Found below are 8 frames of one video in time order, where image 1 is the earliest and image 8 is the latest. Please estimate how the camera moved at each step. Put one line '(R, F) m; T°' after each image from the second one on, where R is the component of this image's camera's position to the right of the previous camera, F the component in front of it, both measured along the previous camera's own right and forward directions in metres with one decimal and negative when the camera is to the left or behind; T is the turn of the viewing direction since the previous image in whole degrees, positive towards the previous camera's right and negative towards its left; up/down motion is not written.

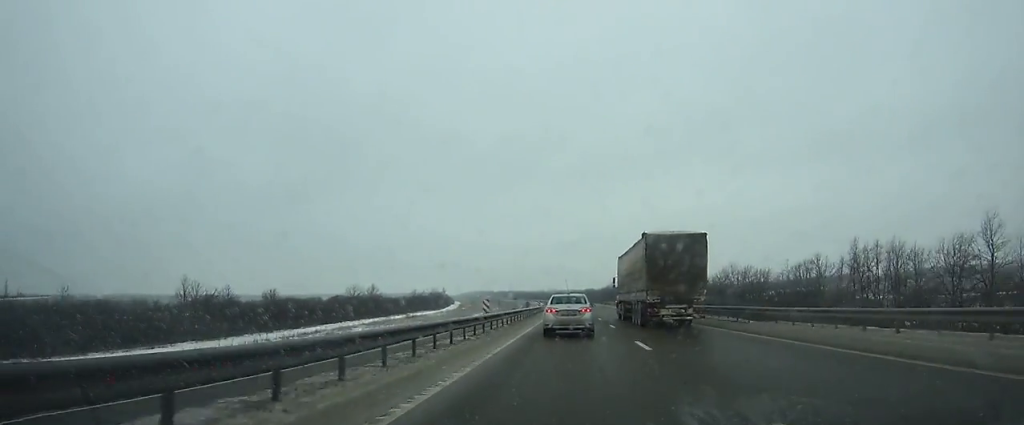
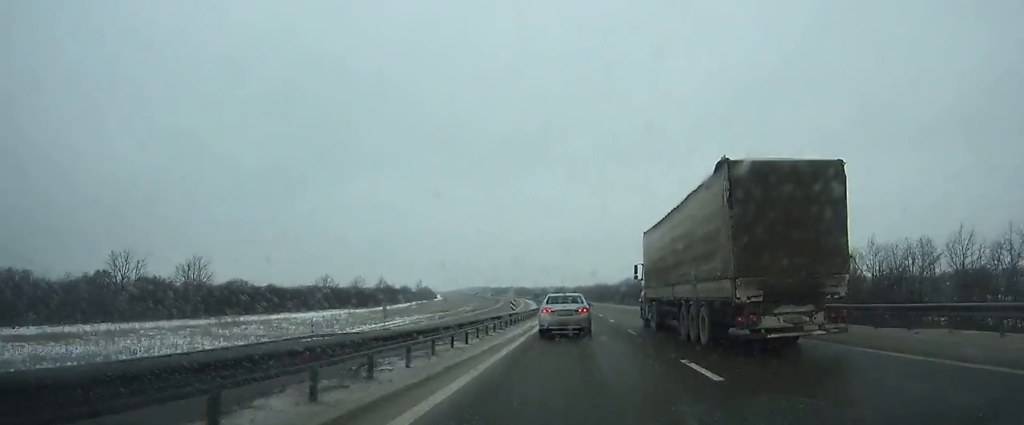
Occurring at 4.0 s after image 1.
(-0.6, +101.7) m; -1°
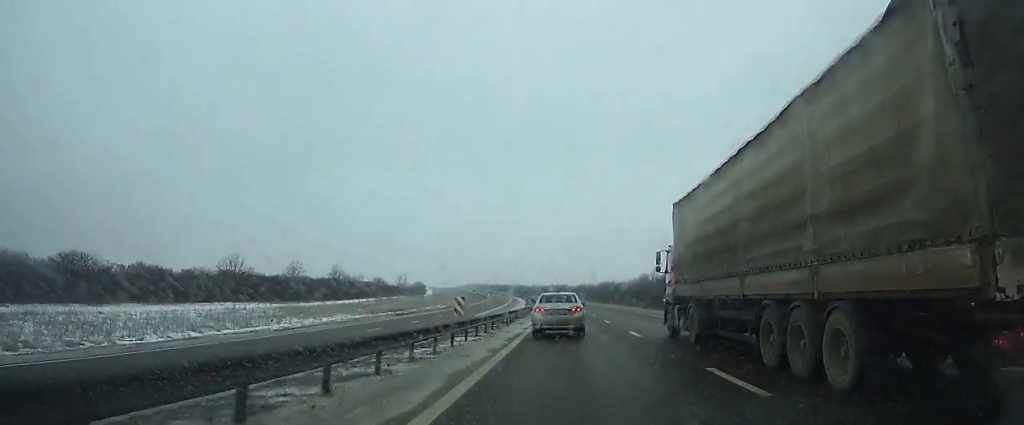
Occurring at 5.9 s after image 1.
(+0.1, +49.1) m; -1°
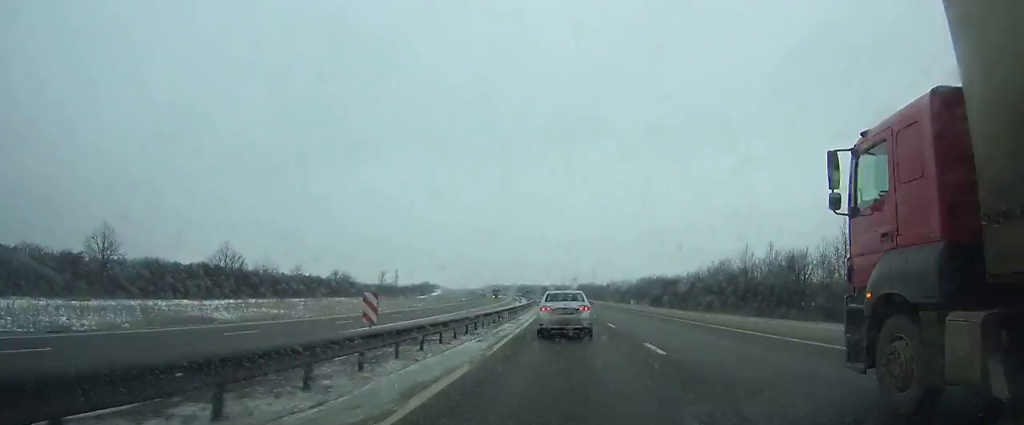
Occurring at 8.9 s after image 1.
(-1.0, +78.6) m; -1°
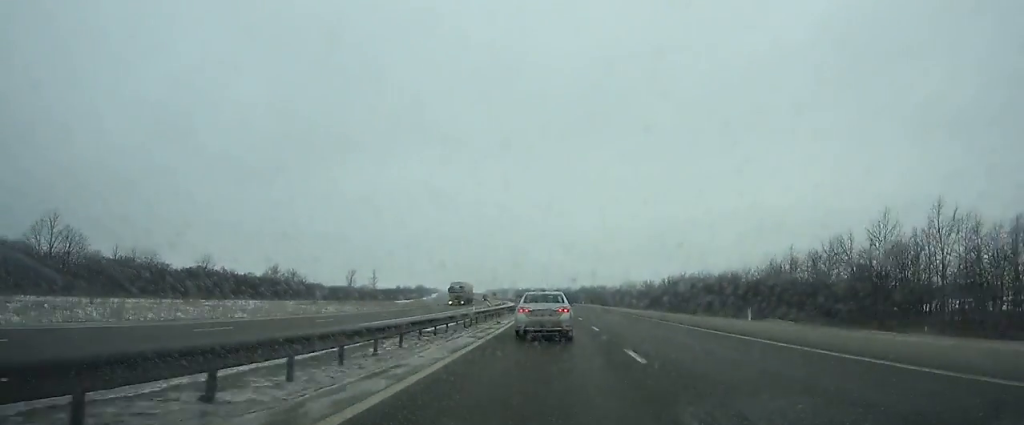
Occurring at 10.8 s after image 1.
(-0.5, +50.5) m; -1°
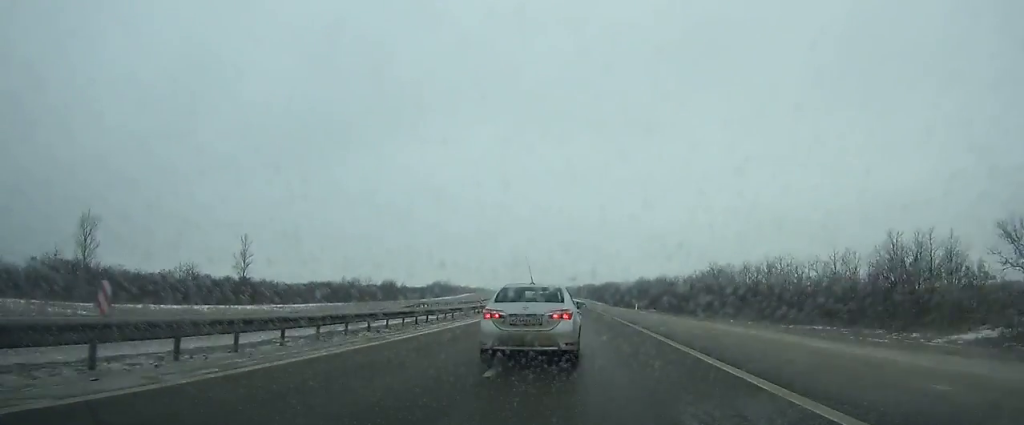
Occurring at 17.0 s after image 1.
(-9.9, +166.7) m; -7°
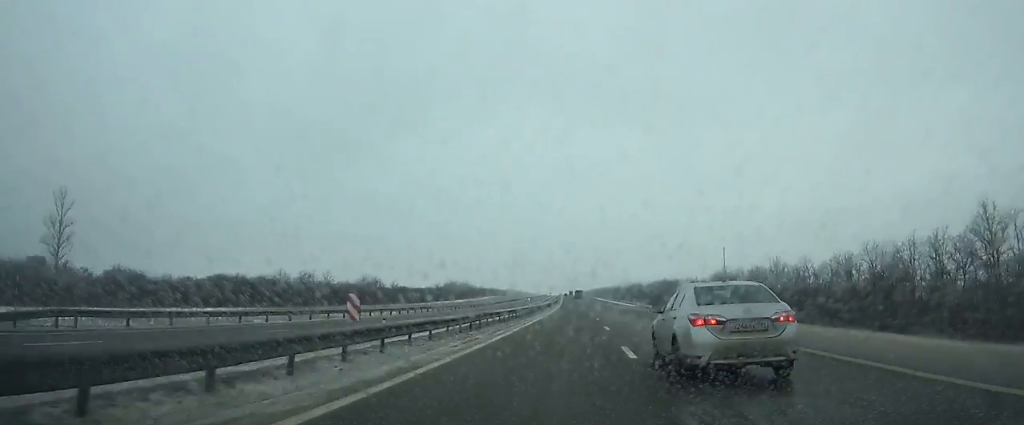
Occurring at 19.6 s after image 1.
(-1.8, +70.6) m; -2°
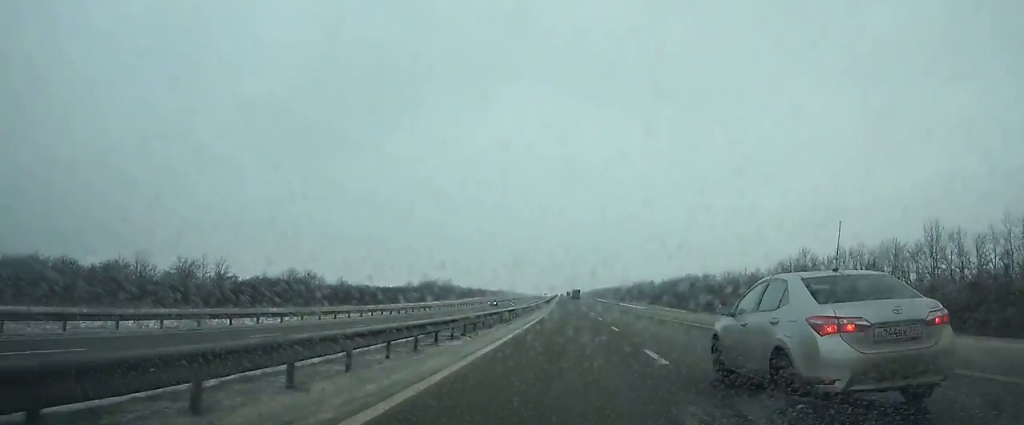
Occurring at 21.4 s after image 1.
(-0.5, +49.0) m; -1°
